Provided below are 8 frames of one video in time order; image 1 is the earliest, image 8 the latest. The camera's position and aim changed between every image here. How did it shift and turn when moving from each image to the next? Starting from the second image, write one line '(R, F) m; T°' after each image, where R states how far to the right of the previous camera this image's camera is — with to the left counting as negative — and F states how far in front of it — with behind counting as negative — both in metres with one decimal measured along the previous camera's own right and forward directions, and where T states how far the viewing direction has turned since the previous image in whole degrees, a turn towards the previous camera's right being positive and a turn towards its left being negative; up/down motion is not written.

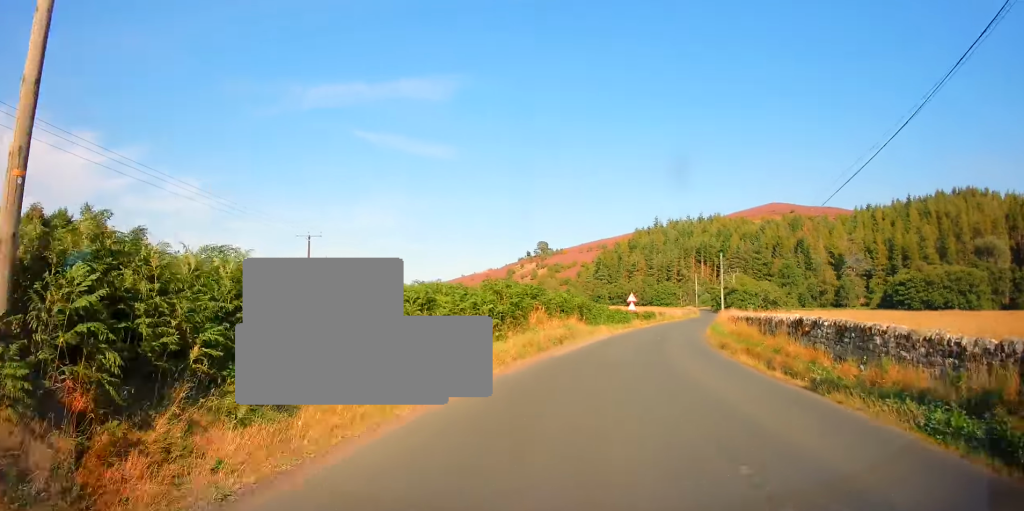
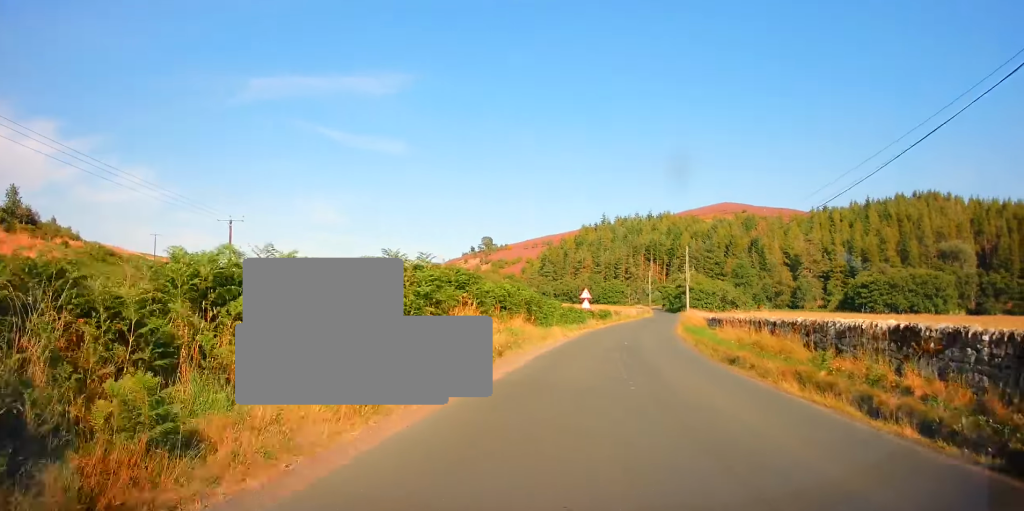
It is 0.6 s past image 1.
(+0.1, +6.5) m; +4°
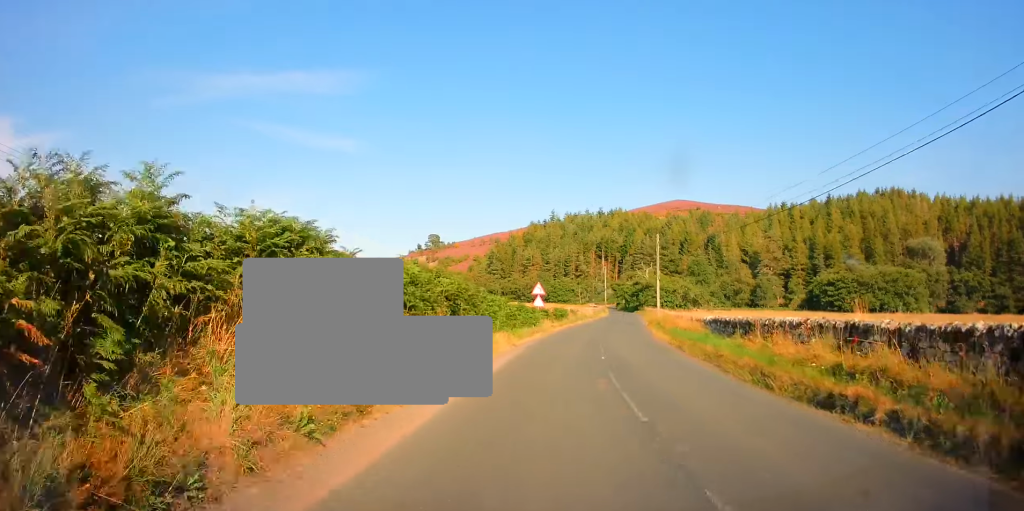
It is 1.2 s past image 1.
(-0.1, +7.5) m; +6°
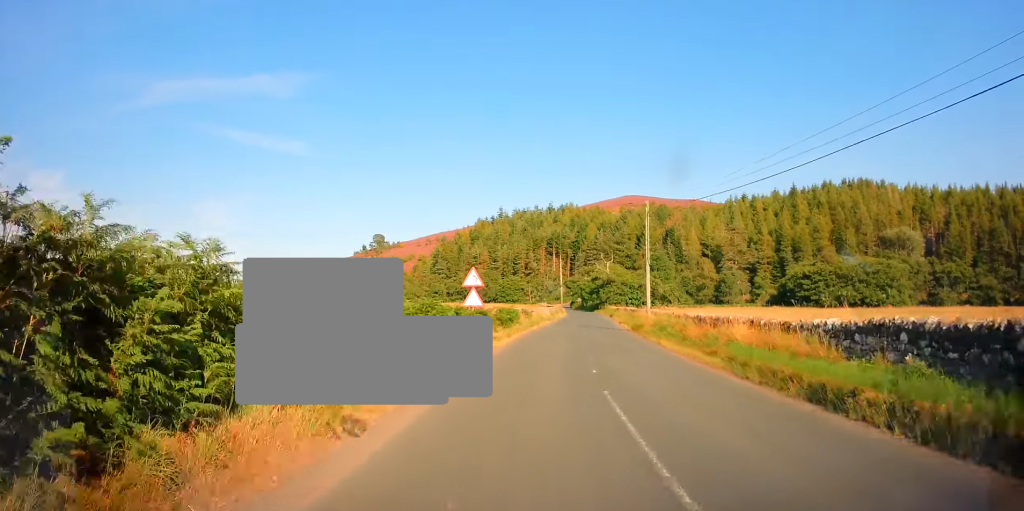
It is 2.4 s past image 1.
(+1.7, +12.8) m; +8°
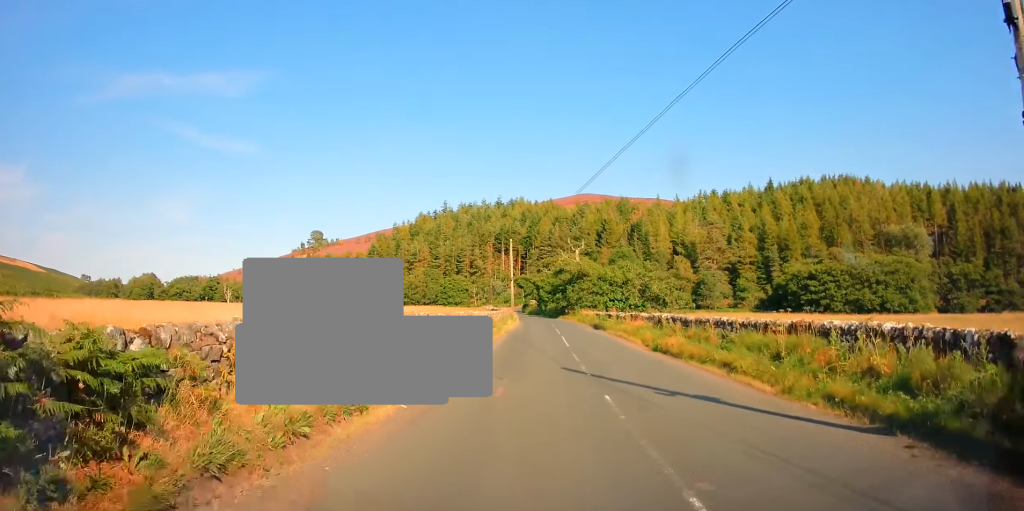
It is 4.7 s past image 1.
(+0.9, +26.5) m; +3°
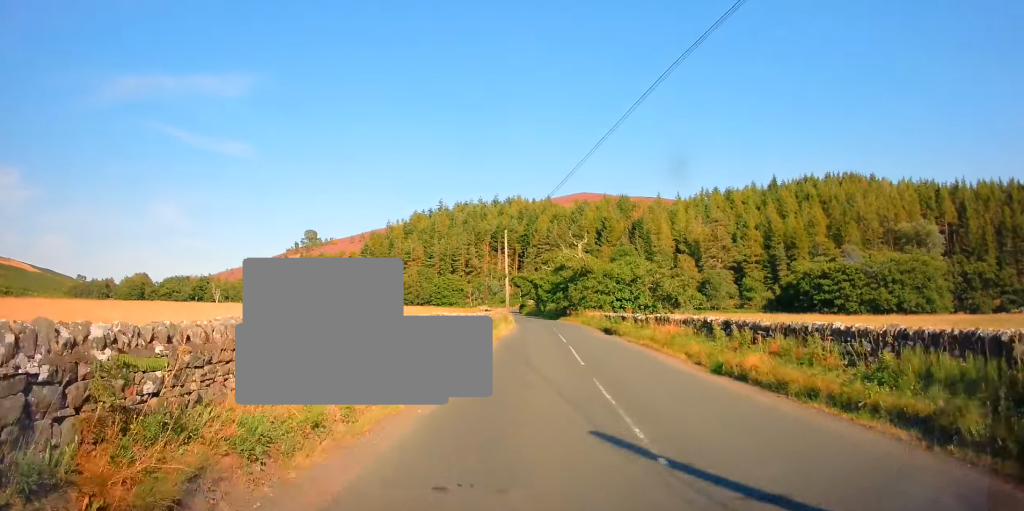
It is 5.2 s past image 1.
(-0.2, +6.7) m; +1°
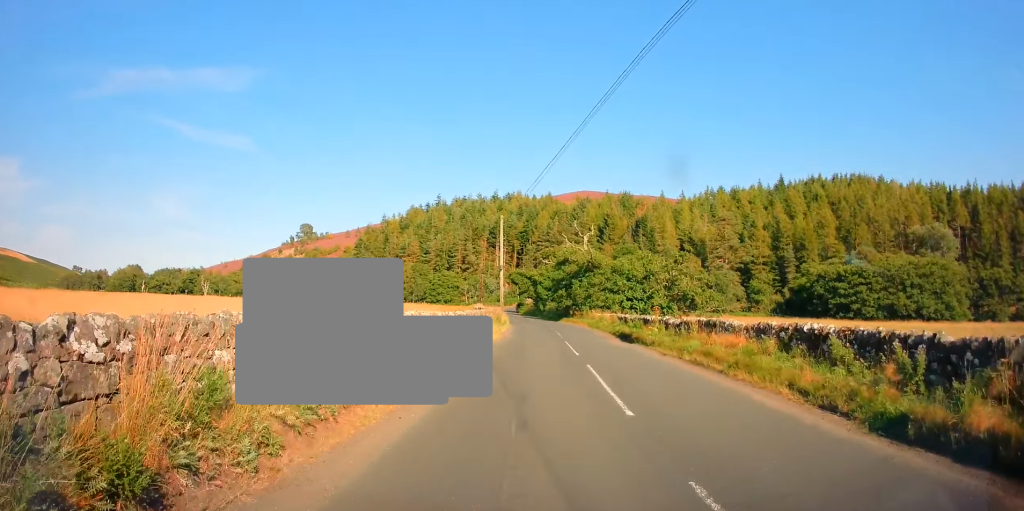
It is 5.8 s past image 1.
(+0.2, +6.7) m; +3°
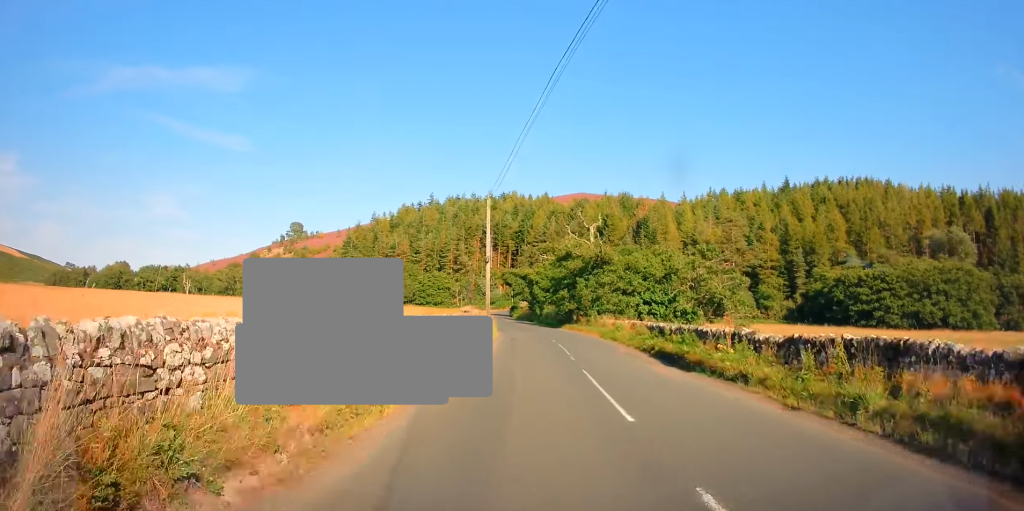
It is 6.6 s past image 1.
(+0.3, +9.1) m; +2°
